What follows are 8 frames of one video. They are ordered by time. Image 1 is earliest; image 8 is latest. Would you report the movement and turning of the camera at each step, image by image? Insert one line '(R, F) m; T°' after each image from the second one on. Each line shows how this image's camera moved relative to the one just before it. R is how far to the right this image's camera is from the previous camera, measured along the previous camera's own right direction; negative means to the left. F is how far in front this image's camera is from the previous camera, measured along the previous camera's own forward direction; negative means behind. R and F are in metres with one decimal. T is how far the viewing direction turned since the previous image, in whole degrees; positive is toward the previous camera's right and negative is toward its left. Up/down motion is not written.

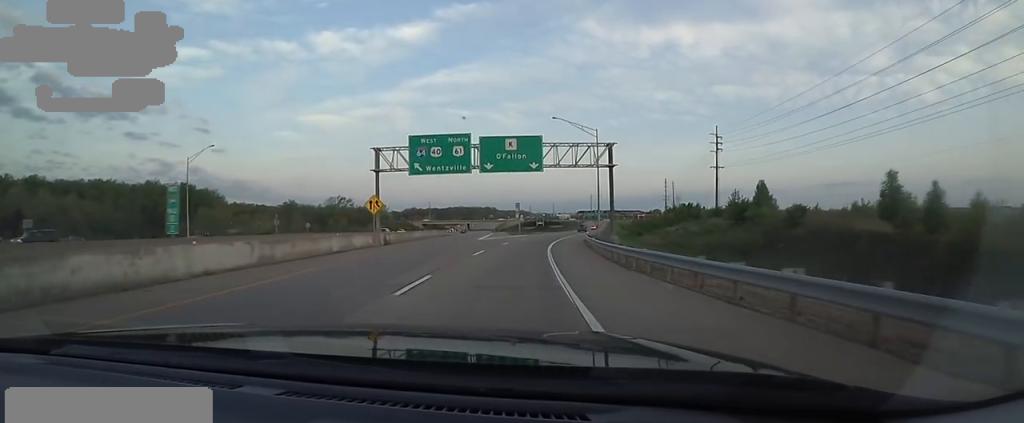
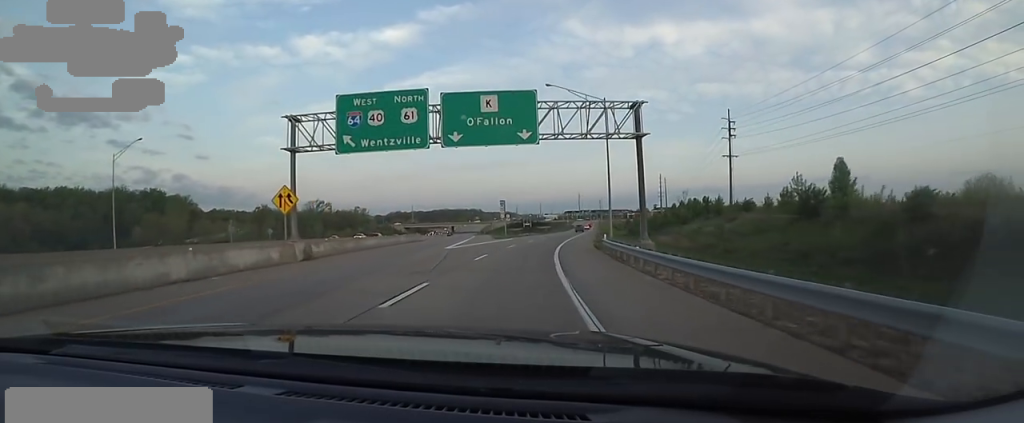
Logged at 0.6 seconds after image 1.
(-0.1, +13.2) m; +1°
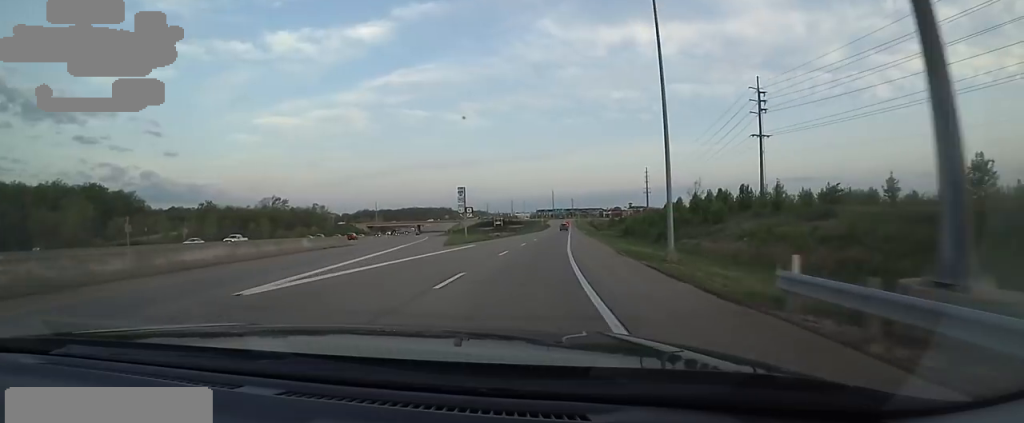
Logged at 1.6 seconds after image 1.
(+0.2, +21.2) m; +3°
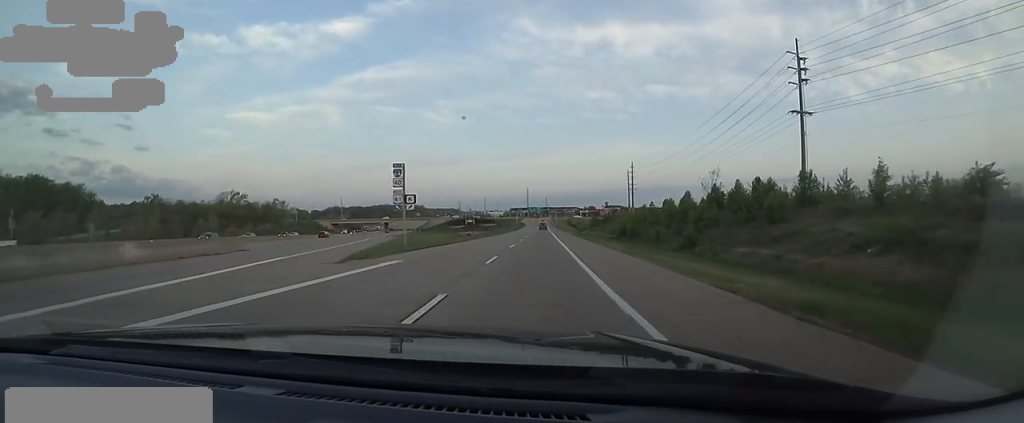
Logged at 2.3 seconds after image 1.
(+0.5, +16.7) m; +4°
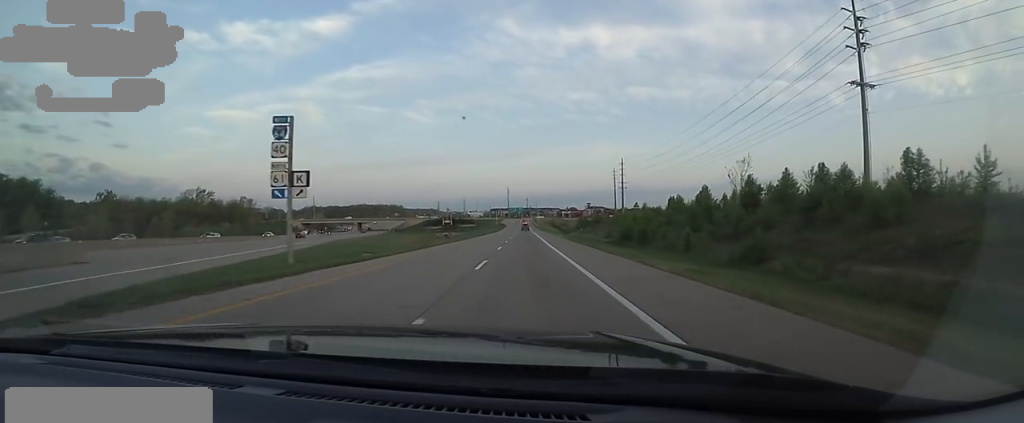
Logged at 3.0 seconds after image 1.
(+0.7, +13.8) m; +3°
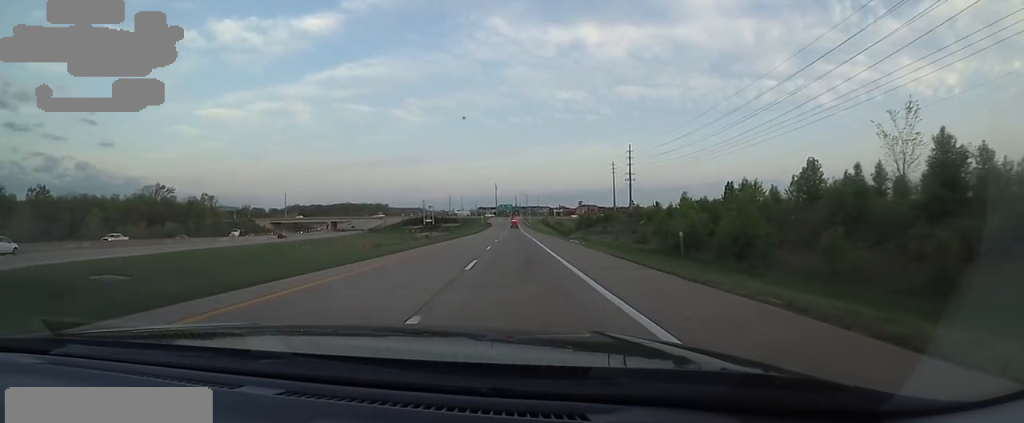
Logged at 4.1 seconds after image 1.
(+0.3, +25.0) m; +2°
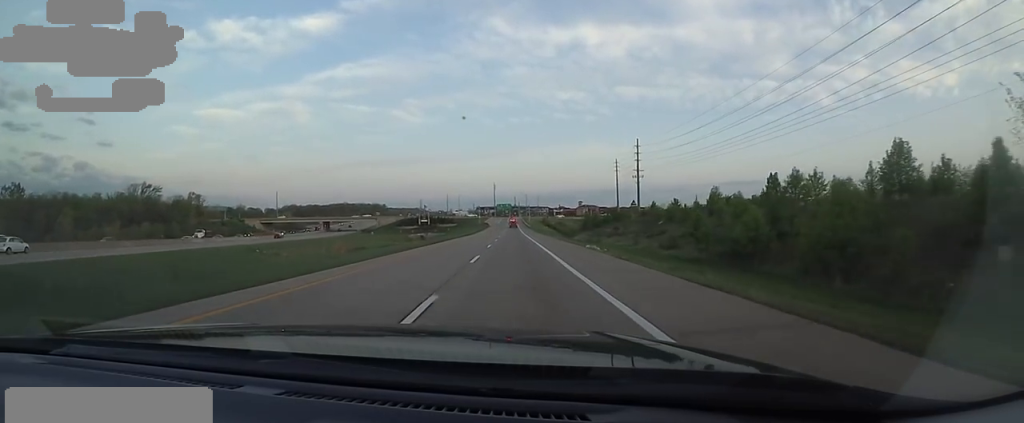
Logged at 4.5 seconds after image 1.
(+0.3, +9.7) m; -1°
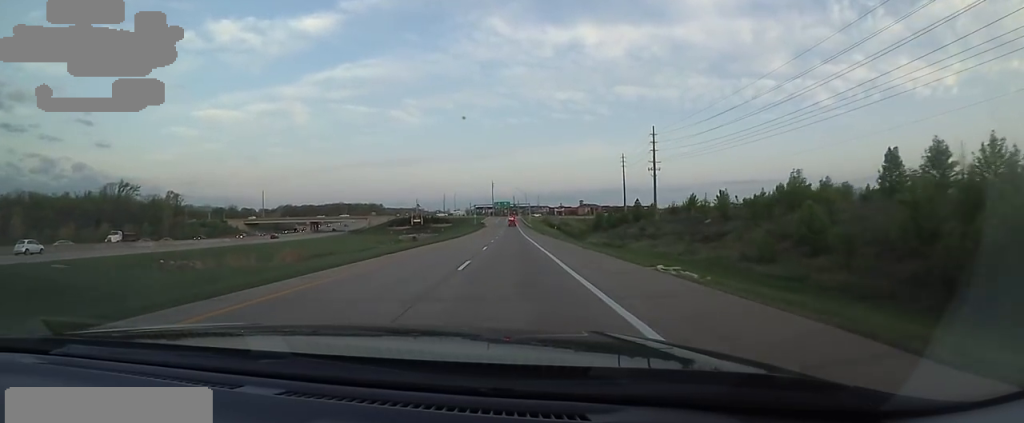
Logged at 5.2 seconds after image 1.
(+0.3, +15.5) m; -1°
